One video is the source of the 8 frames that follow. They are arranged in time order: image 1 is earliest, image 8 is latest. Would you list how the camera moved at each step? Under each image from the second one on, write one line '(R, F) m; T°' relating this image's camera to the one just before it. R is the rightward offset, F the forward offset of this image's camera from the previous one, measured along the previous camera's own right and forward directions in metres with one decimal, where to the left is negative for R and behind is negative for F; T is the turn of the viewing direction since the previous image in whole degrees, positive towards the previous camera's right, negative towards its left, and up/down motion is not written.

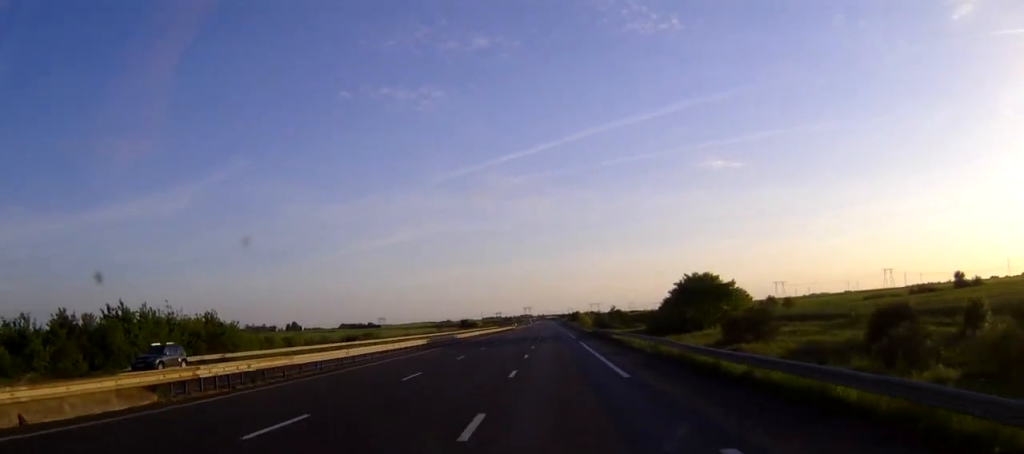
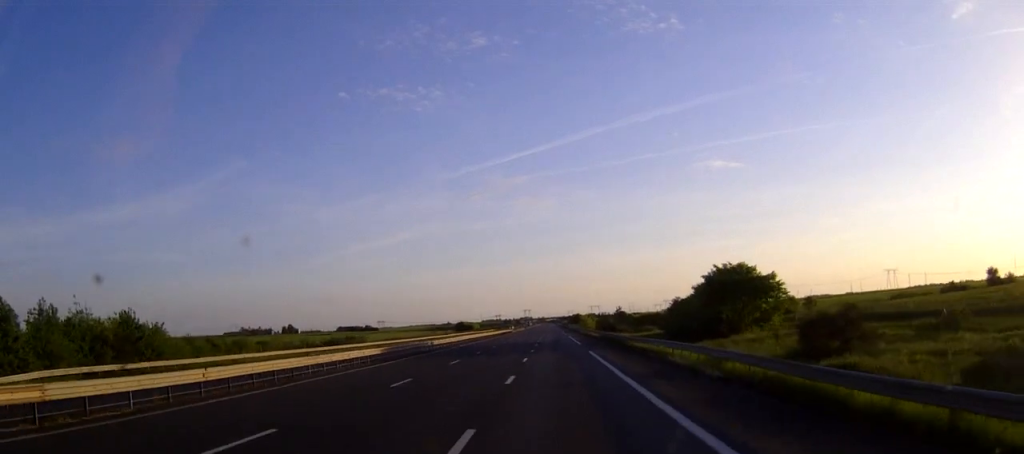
(0.0, +14.8) m; 0°
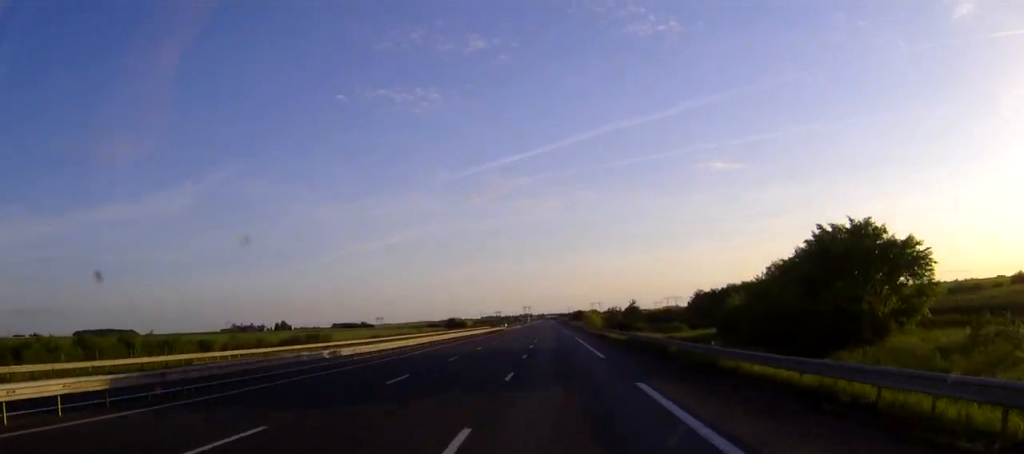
(0.0, +27.0) m; 0°
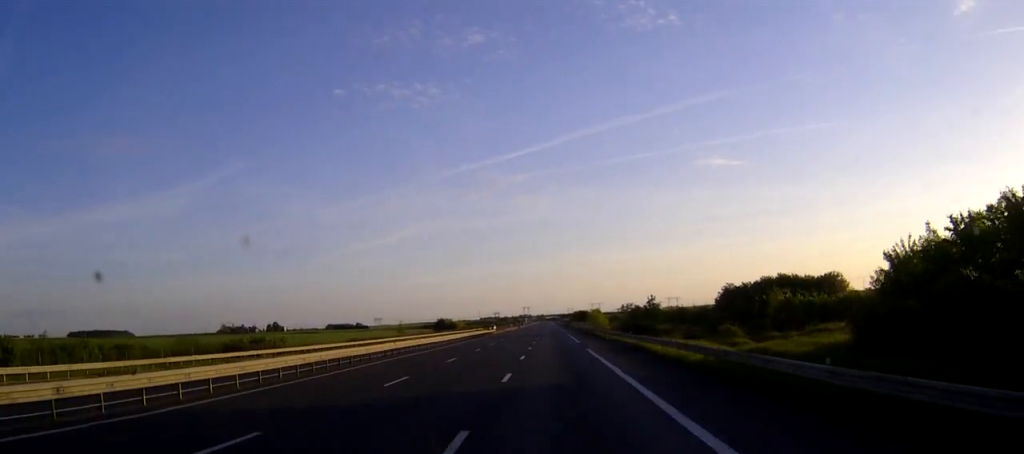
(0.0, +26.1) m; 0°
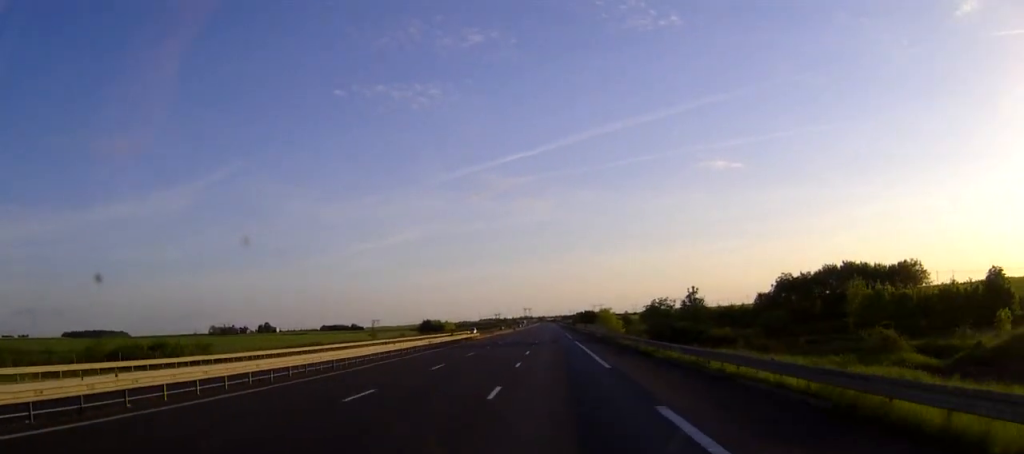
(0.0, +30.8) m; 0°
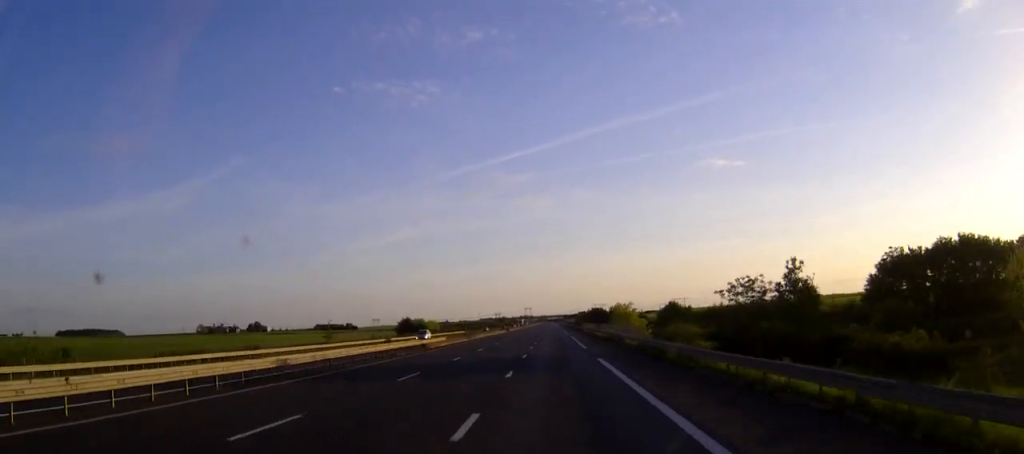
(0.0, +32.6) m; 0°
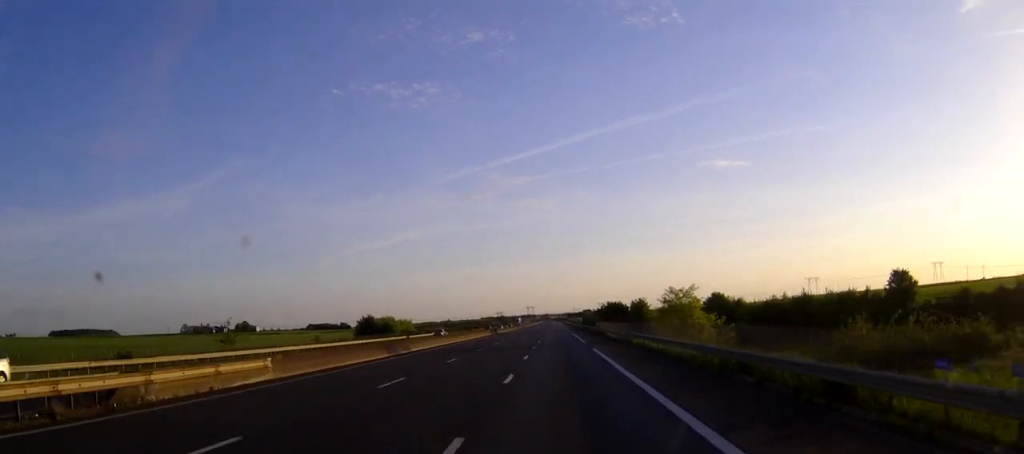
(0.0, +42.7) m; 0°
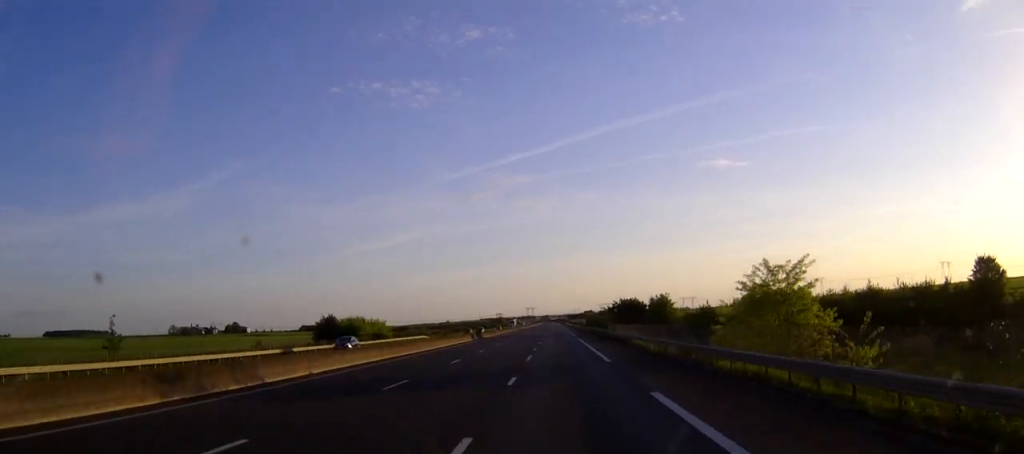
(0.0, +26.0) m; 0°
